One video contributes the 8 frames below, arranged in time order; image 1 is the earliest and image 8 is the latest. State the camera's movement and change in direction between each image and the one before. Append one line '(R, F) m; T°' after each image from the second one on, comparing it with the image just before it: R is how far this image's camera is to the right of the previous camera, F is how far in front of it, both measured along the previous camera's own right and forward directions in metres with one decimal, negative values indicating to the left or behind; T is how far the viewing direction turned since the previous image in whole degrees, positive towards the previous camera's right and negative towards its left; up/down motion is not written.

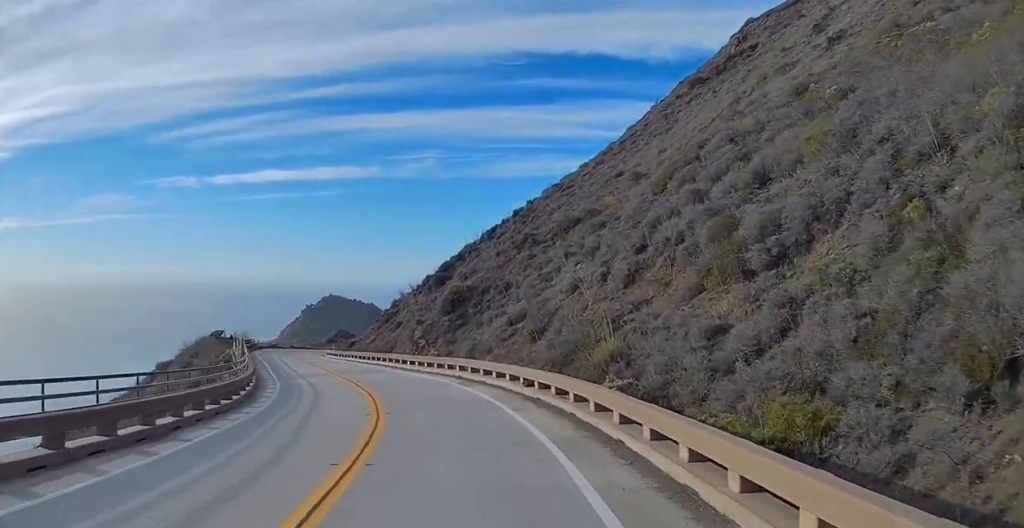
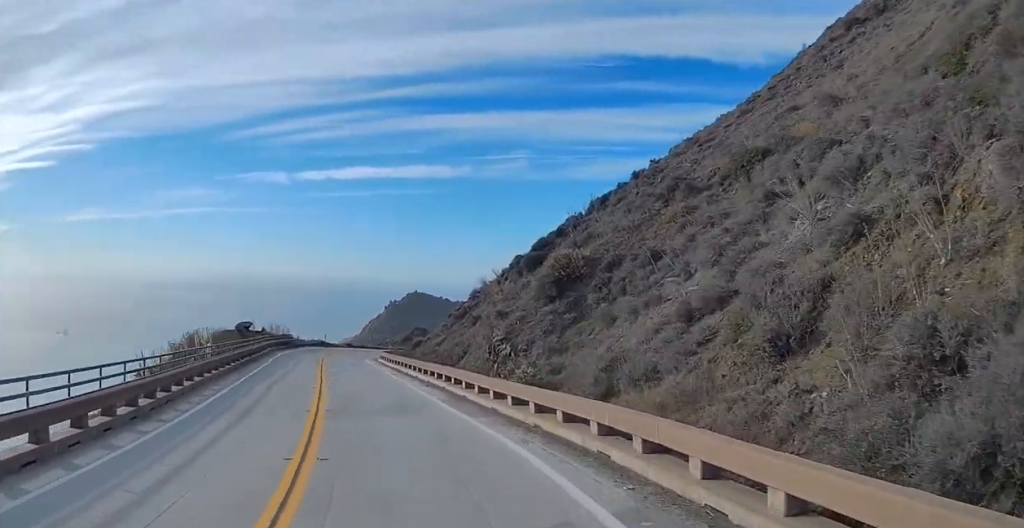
(-1.1, +21.6) m; -6°
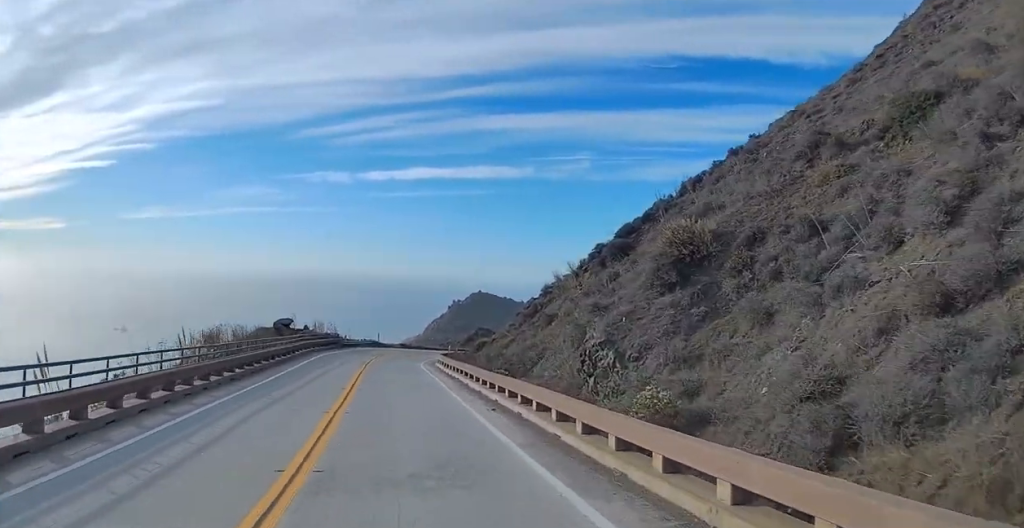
(-0.1, +8.6) m; -2°
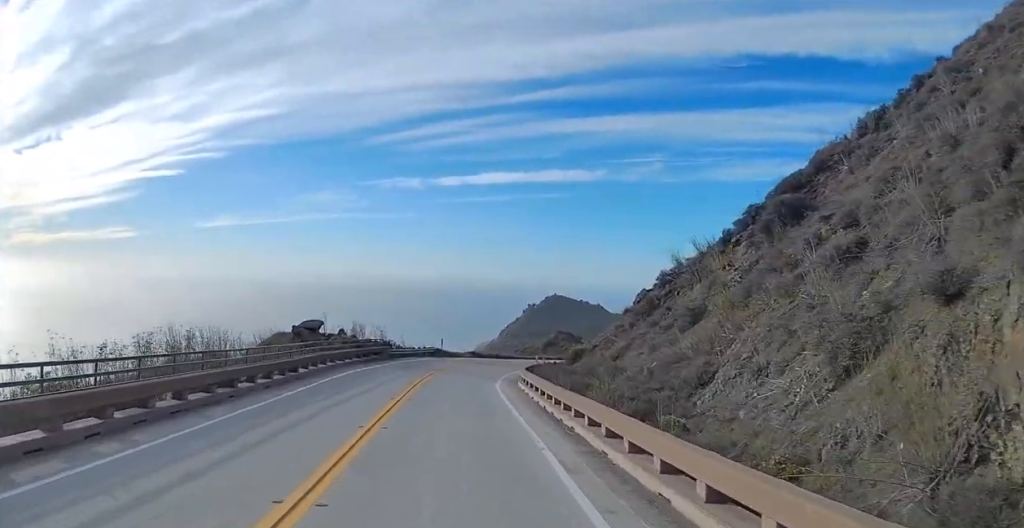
(-0.7, +16.3) m; -3°
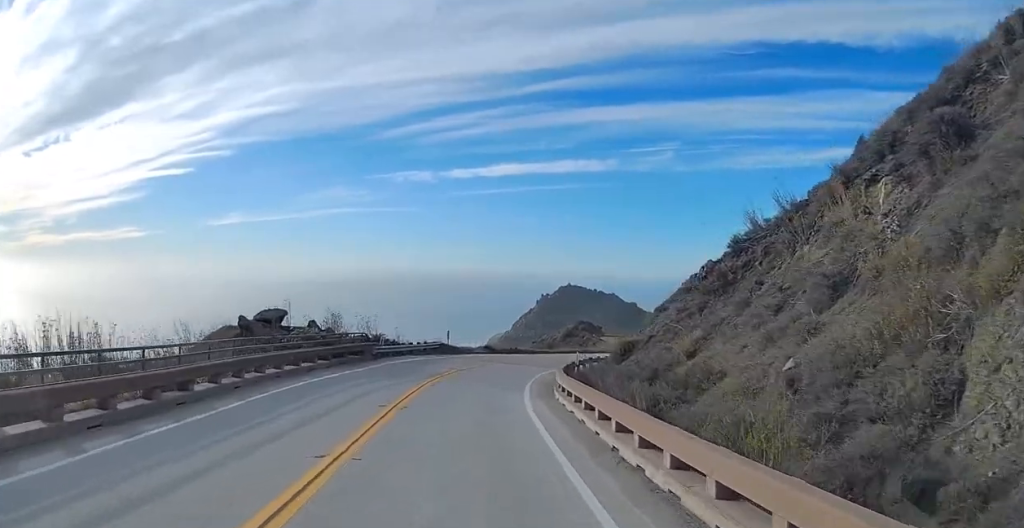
(0.0, +11.7) m; -1°
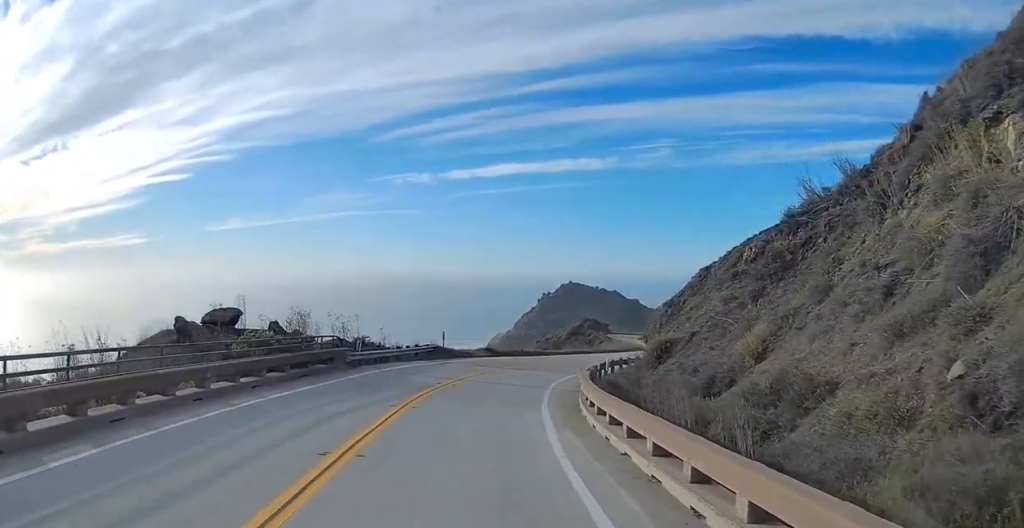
(-0.1, +7.7) m; 0°
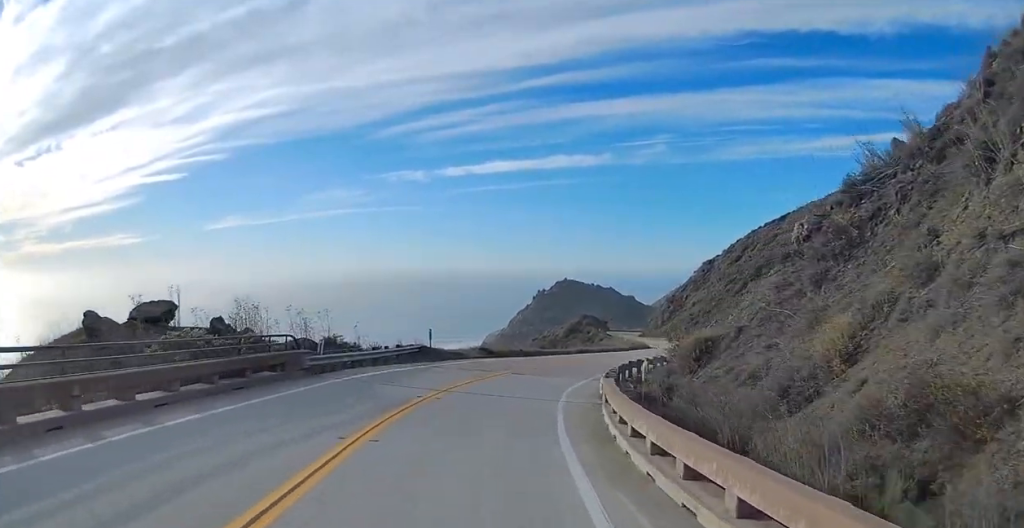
(-0.2, +6.3) m; +1°
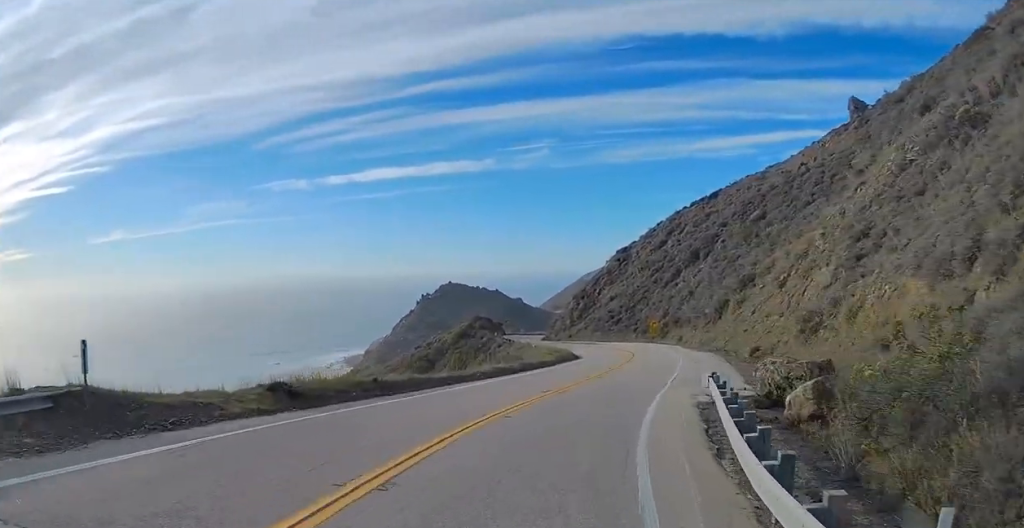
(+1.7, +23.5) m; +10°
